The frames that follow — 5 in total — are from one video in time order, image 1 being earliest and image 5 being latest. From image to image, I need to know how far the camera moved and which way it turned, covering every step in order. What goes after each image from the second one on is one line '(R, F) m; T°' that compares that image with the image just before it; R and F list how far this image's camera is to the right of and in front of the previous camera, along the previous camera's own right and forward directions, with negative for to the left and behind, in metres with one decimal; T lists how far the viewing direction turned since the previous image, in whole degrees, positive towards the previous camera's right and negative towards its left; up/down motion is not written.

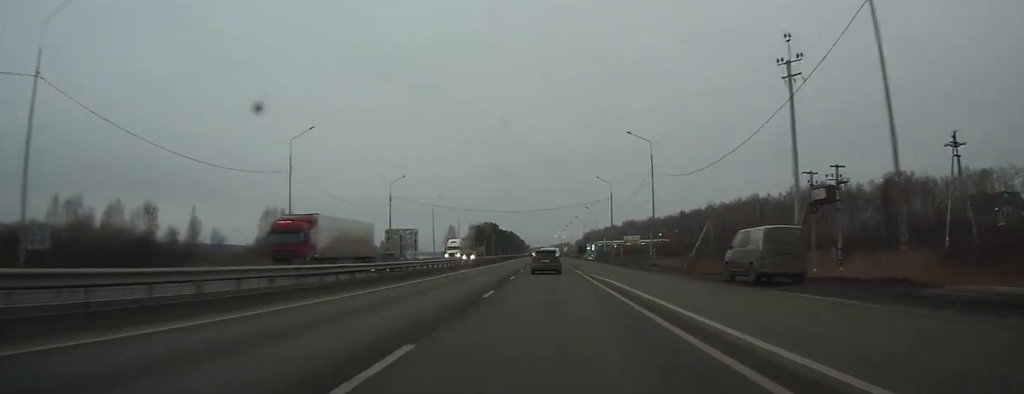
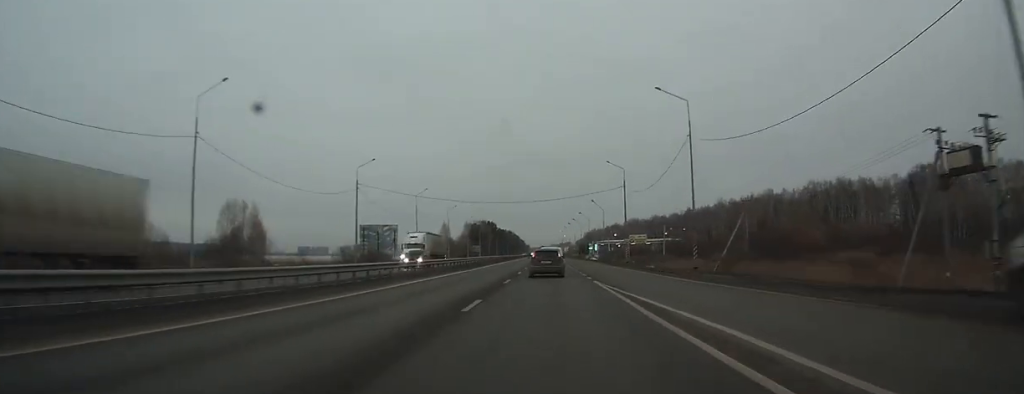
(-0.1, +16.4) m; 0°
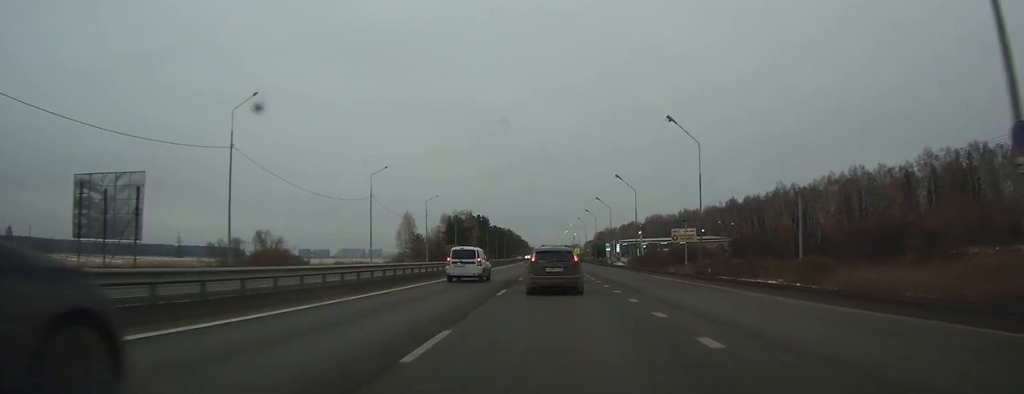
(-0.4, +71.5) m; 0°
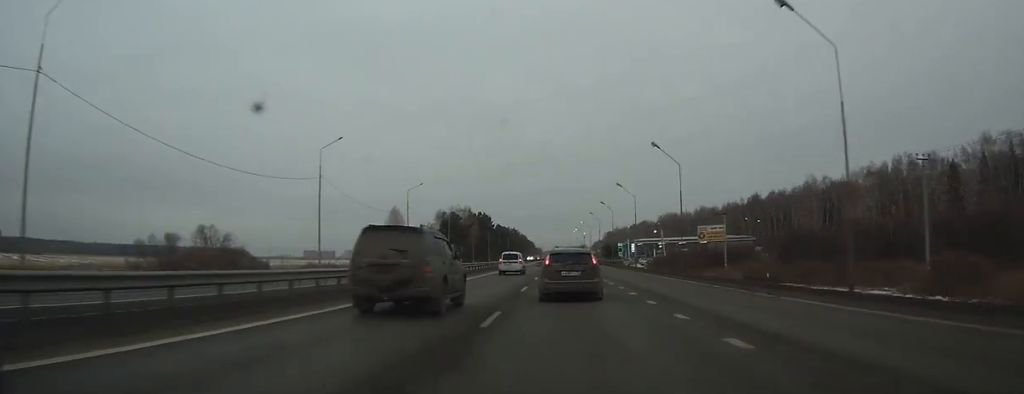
(0.0, +21.8) m; 0°
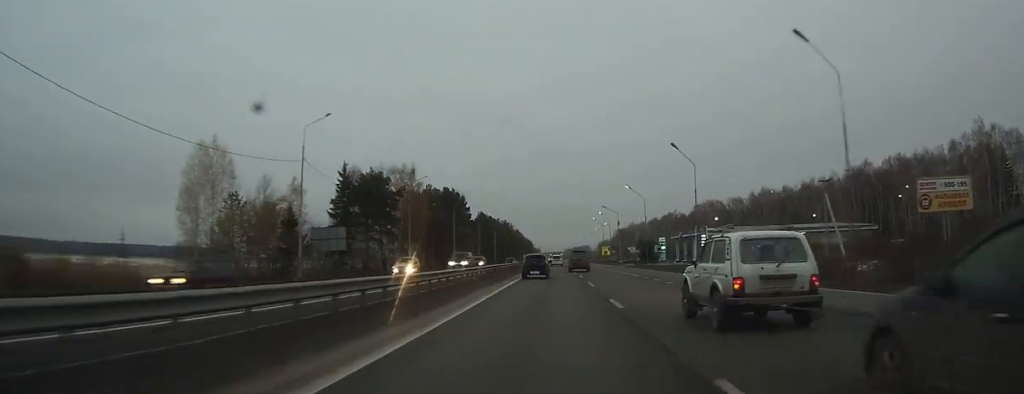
(+0.3, +78.6) m; +1°
